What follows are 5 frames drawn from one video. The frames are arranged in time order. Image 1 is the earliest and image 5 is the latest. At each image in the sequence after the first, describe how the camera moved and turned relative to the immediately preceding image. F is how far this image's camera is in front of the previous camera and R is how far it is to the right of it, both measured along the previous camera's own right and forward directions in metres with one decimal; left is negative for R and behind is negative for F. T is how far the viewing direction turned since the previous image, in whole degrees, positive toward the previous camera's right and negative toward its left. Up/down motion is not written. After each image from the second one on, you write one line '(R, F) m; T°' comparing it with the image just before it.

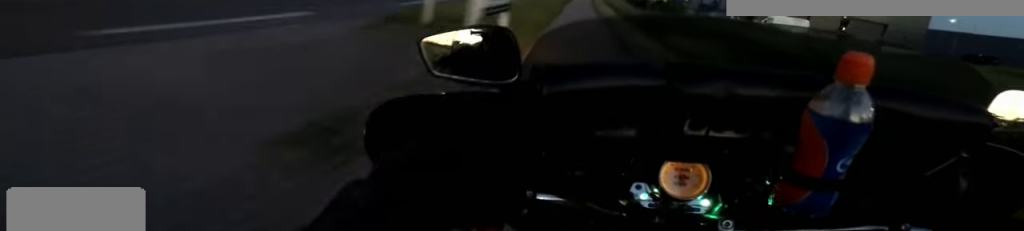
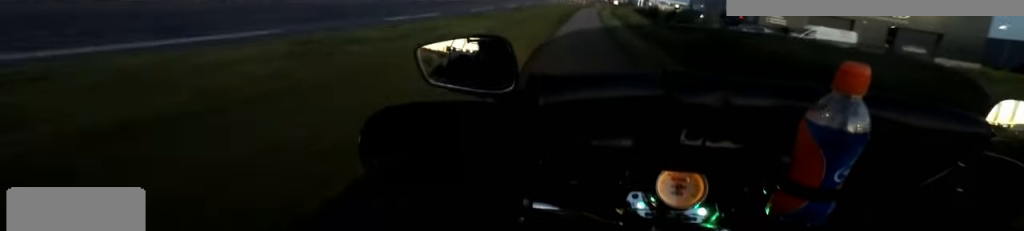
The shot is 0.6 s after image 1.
(-0.1, +7.0) m; 0°
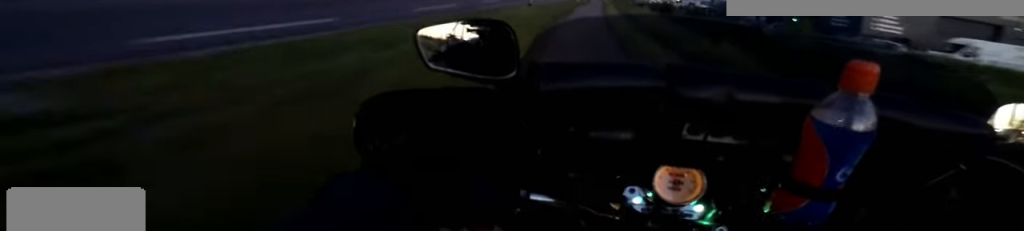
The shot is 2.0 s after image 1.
(+0.6, +17.1) m; +3°
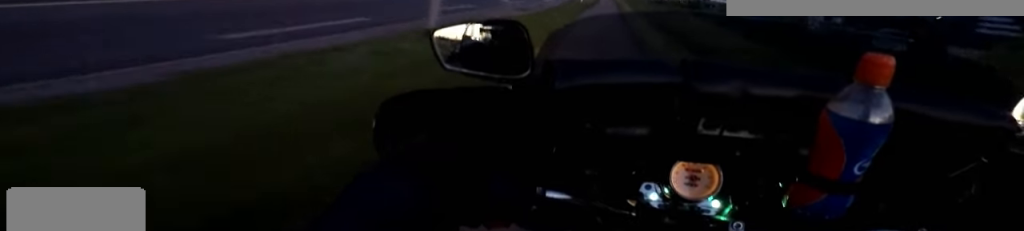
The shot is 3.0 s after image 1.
(-0.1, +11.2) m; 0°
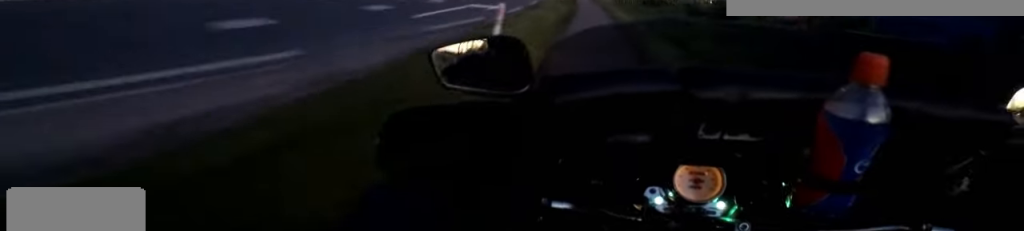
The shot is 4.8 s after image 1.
(+0.1, +20.6) m; +1°
